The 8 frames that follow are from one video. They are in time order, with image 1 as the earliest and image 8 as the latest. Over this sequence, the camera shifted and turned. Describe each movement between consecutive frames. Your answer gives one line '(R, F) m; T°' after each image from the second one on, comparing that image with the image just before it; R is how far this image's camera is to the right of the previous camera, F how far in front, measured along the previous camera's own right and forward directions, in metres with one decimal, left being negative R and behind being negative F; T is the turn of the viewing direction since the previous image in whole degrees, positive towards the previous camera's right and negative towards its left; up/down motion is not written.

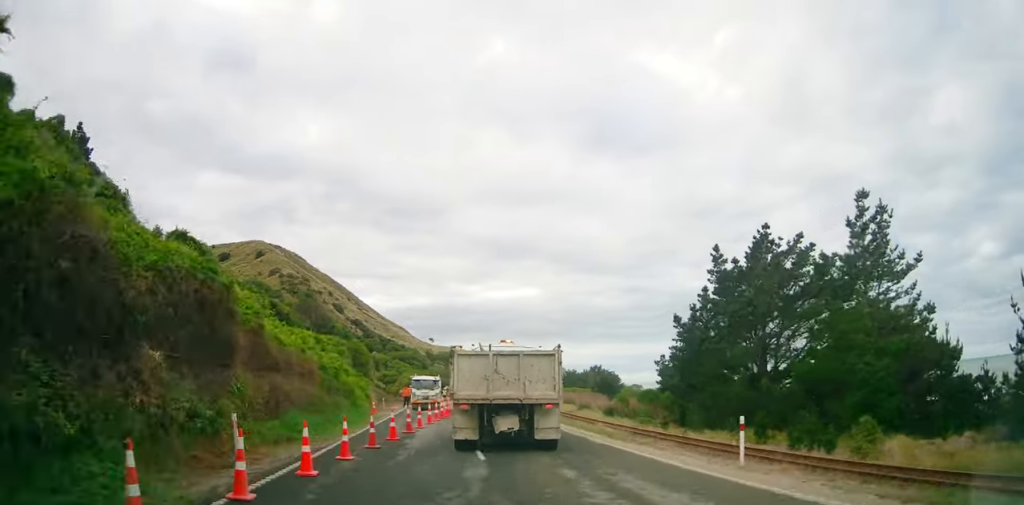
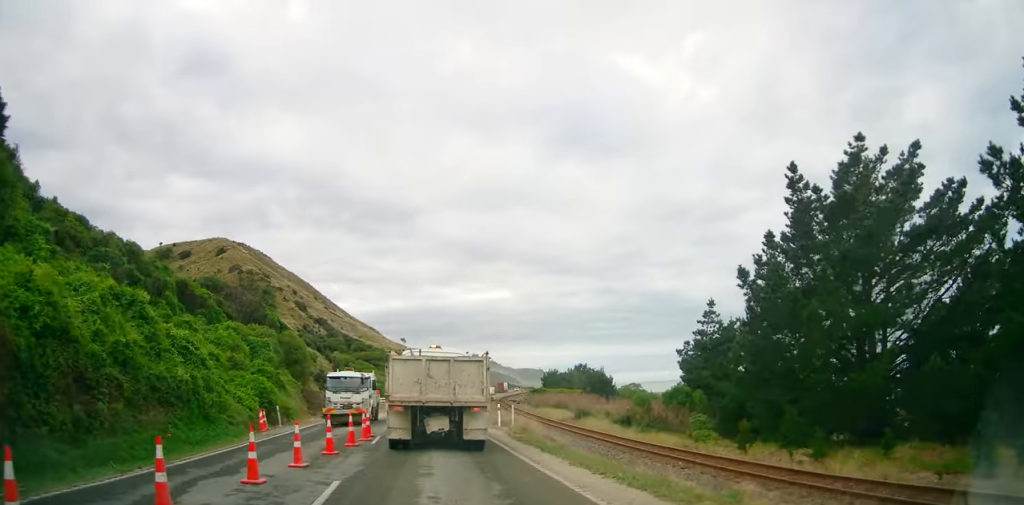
(-0.2, +16.0) m; +1°
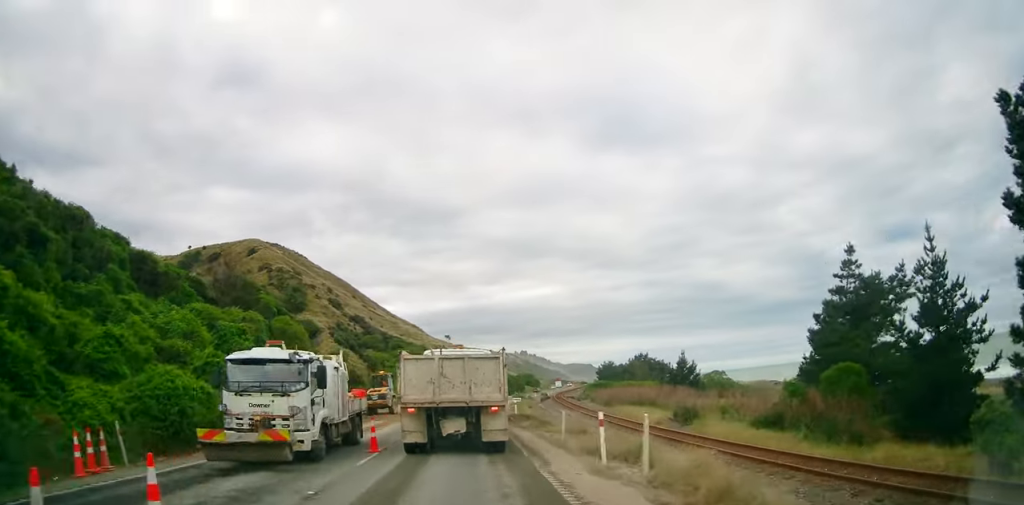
(+0.2, +12.9) m; 0°
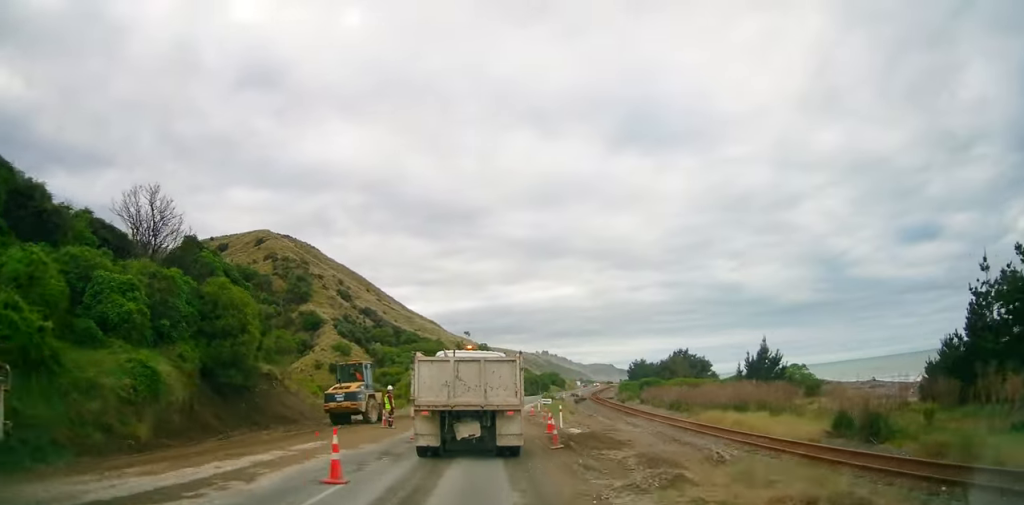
(-0.8, +19.7) m; -5°
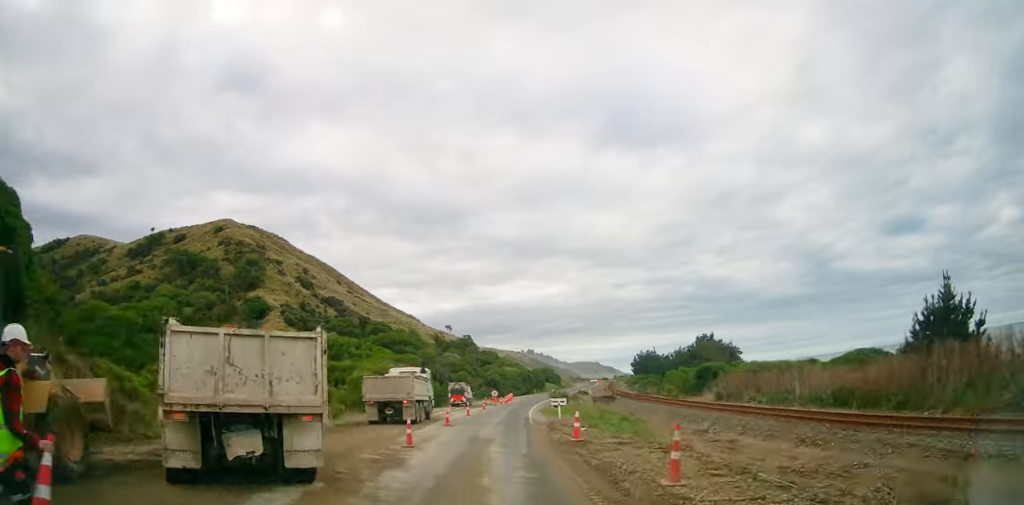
(+0.7, +33.3) m; +4°
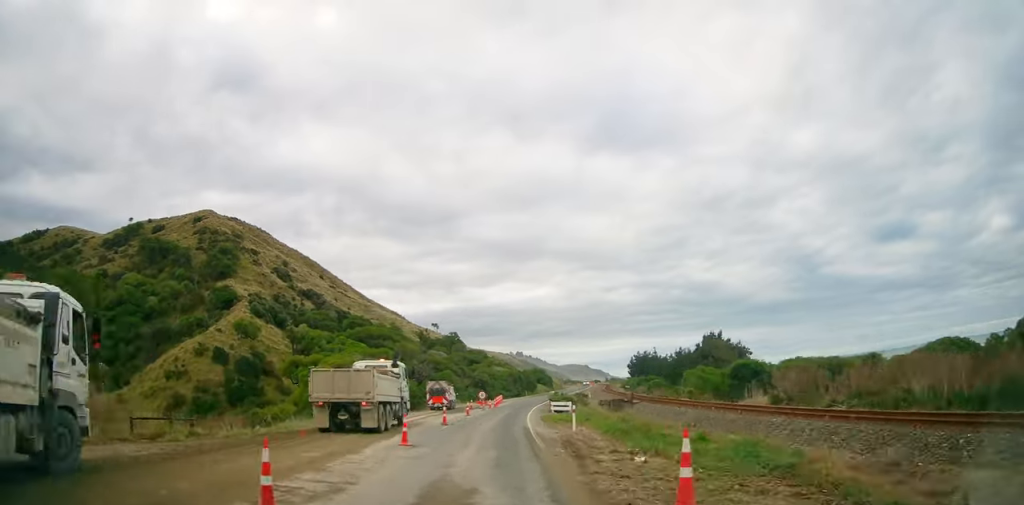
(+0.3, +12.6) m; +1°
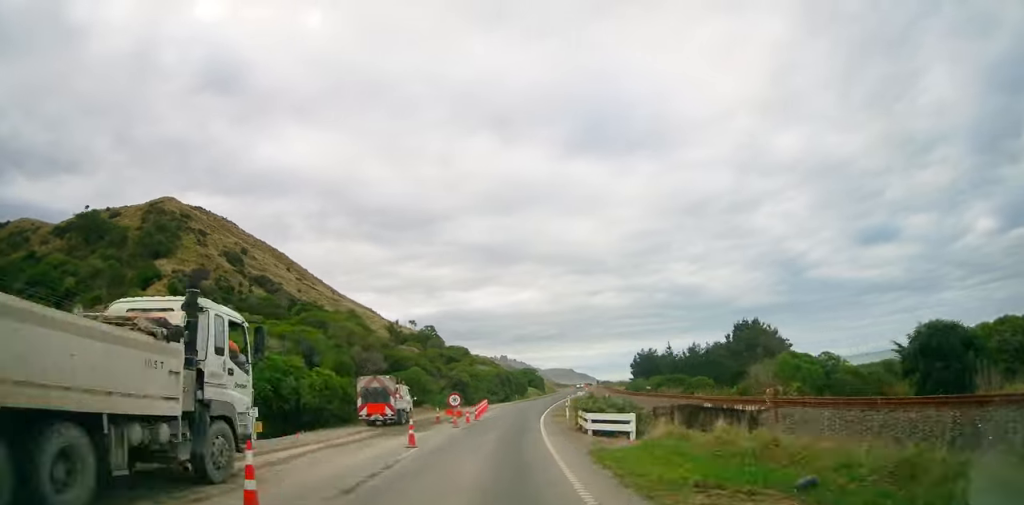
(+0.2, +24.9) m; +2°
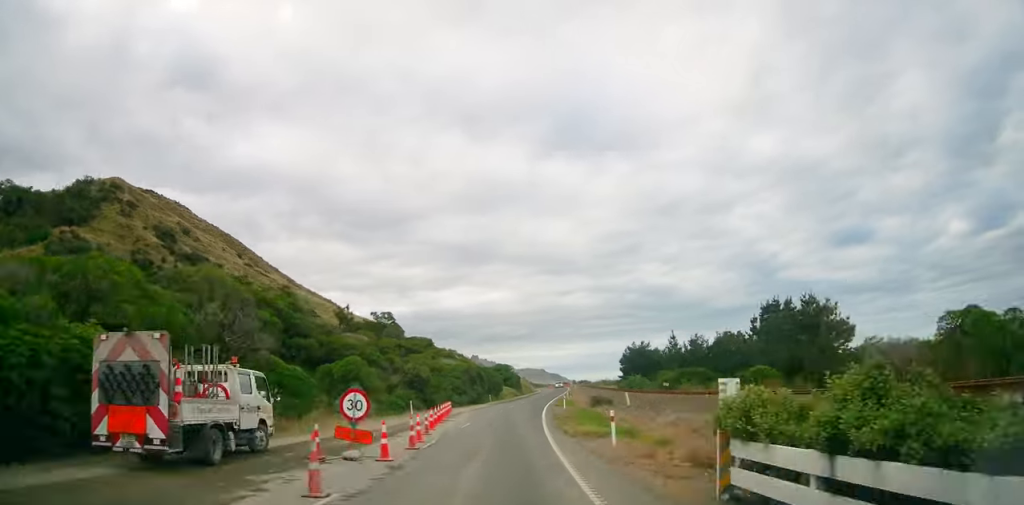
(-0.5, +19.1) m; +2°
